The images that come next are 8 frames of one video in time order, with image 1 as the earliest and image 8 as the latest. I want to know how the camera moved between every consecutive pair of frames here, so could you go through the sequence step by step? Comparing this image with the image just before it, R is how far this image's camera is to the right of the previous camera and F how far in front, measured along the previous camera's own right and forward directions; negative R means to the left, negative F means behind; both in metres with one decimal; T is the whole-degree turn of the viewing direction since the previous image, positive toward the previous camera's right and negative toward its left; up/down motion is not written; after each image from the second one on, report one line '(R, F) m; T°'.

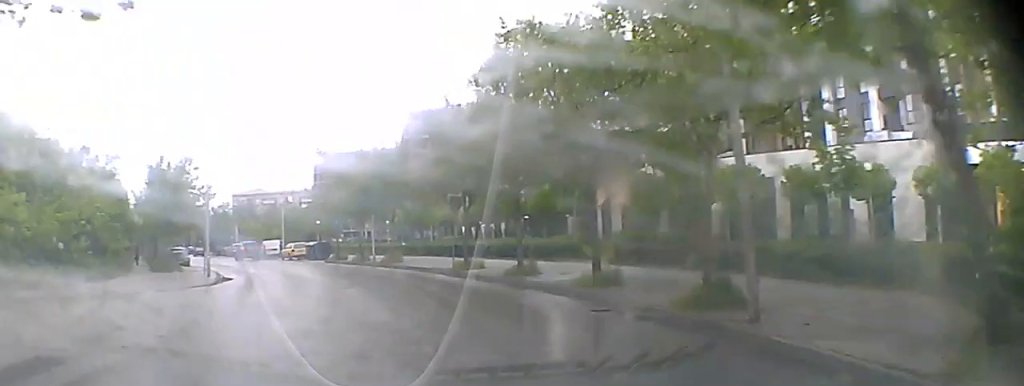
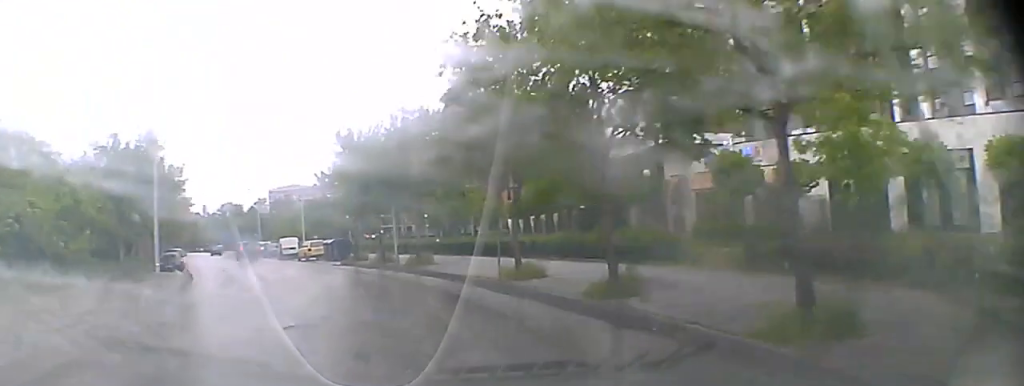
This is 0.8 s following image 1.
(-0.2, +9.7) m; -3°
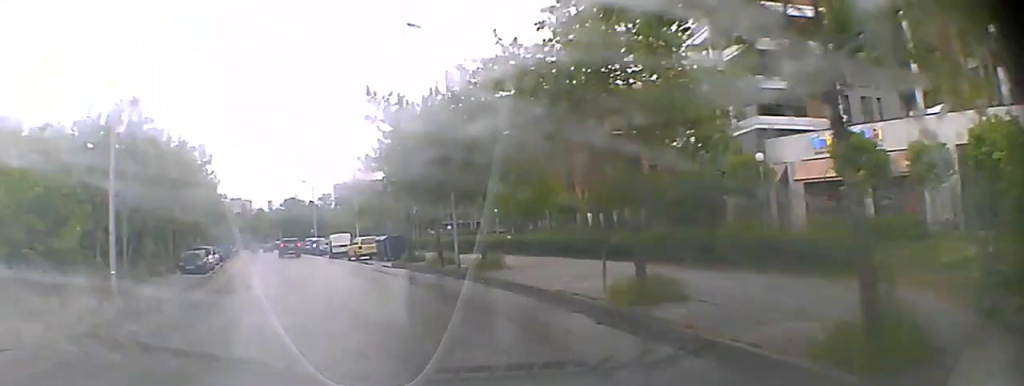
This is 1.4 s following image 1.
(0.0, +7.4) m; -2°
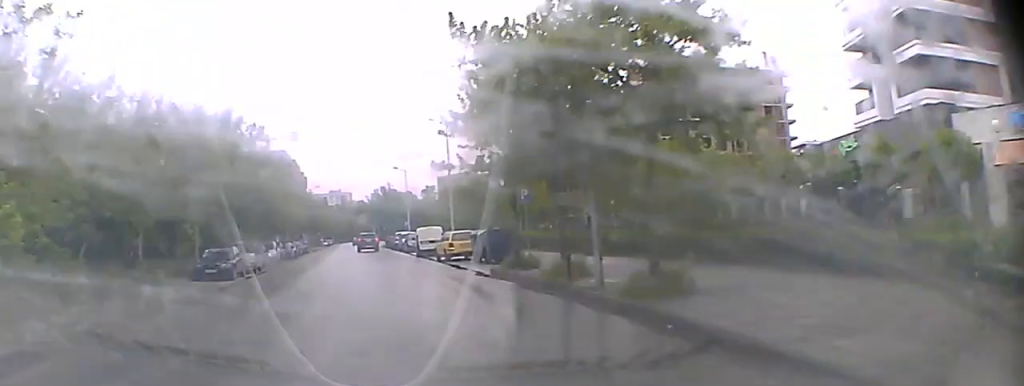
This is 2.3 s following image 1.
(-0.5, +11.3) m; -2°
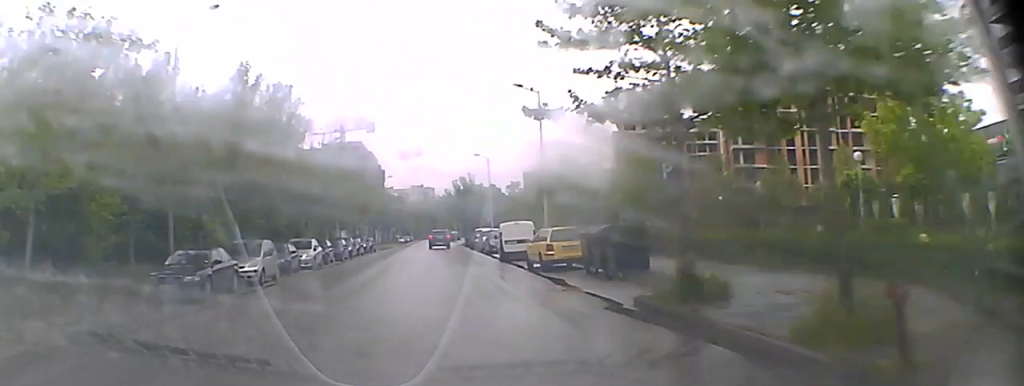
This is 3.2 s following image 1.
(0.0, +11.4) m; 0°
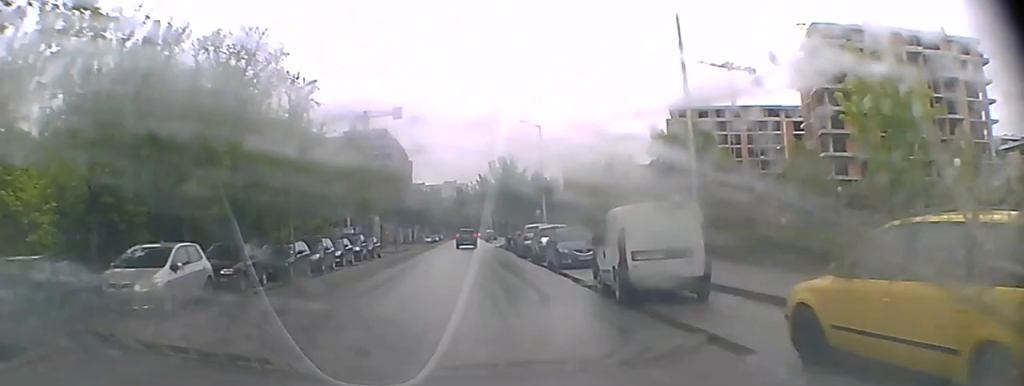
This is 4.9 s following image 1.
(-0.2, +21.9) m; -1°
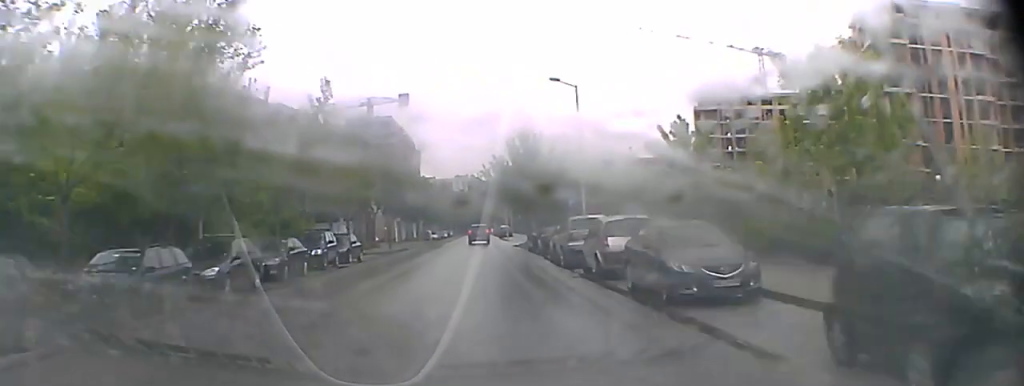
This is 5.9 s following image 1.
(-0.1, +14.3) m; 0°
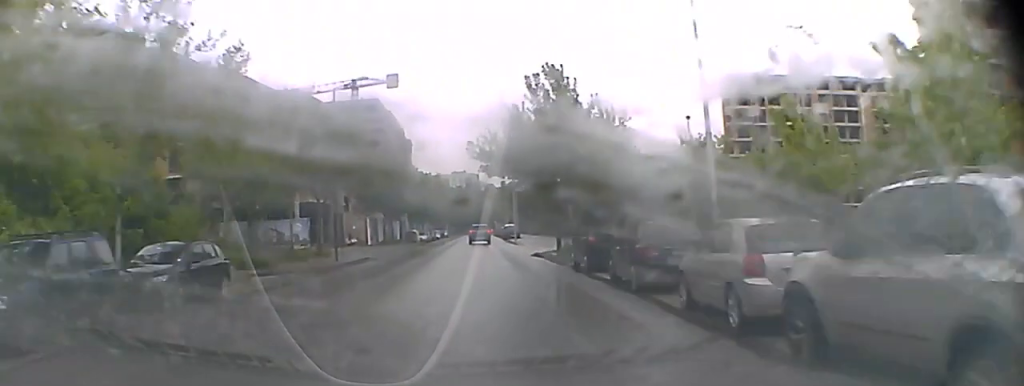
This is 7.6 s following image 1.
(-0.1, +22.1) m; 0°
